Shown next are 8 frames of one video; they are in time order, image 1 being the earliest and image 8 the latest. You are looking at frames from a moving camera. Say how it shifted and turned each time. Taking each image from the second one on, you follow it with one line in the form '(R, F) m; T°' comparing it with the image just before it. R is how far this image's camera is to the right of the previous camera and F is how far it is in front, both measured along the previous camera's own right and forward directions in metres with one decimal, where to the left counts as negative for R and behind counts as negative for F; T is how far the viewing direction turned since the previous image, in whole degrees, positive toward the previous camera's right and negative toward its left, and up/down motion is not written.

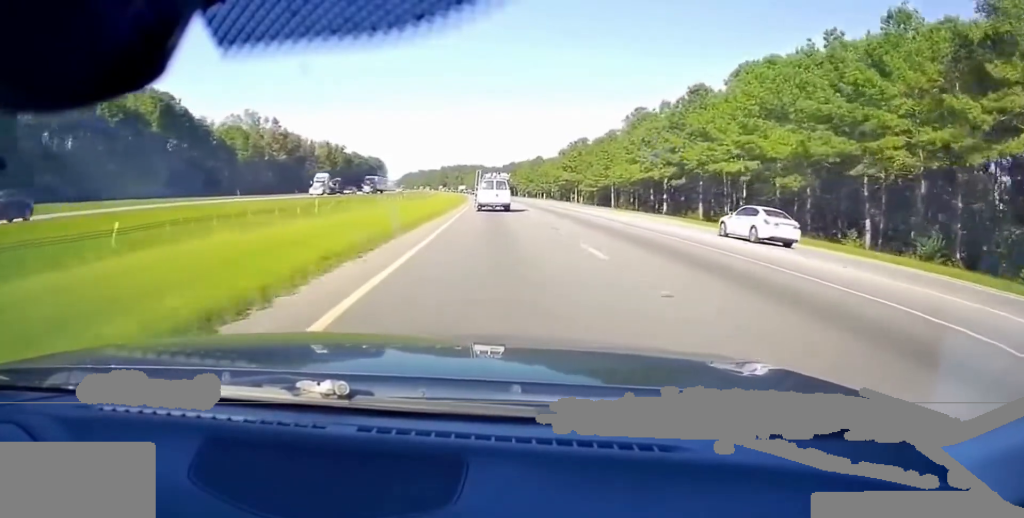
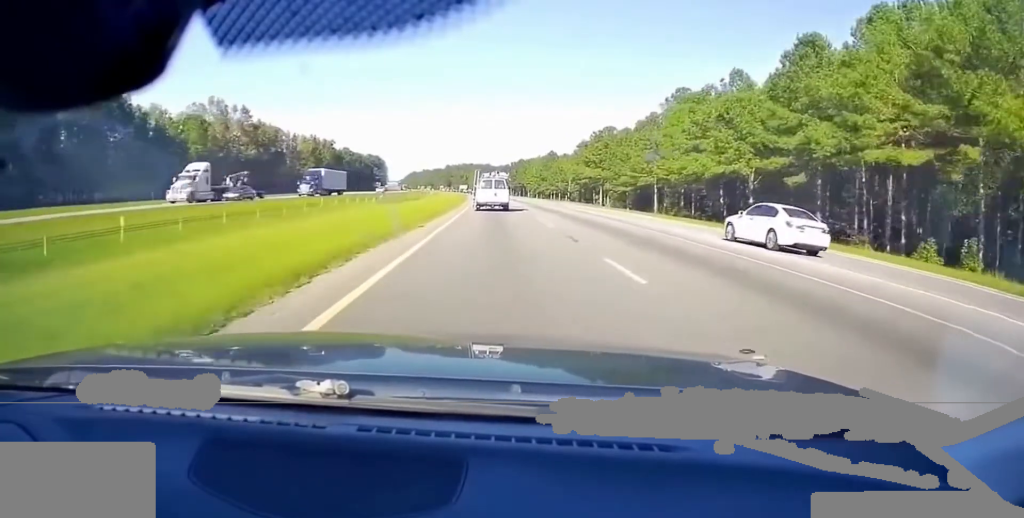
(0.0, +27.6) m; -1°
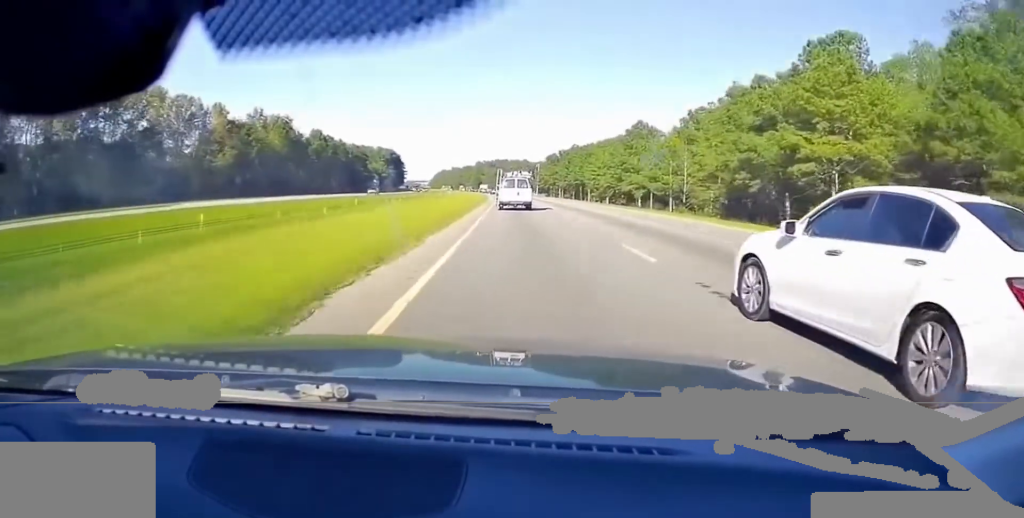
(-0.4, +82.7) m; -1°
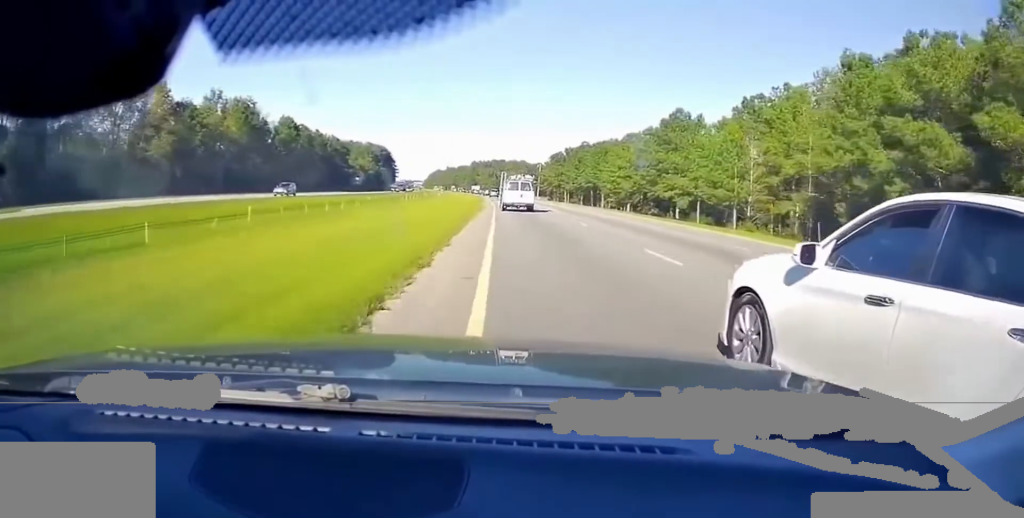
(-0.6, +26.3) m; -1°
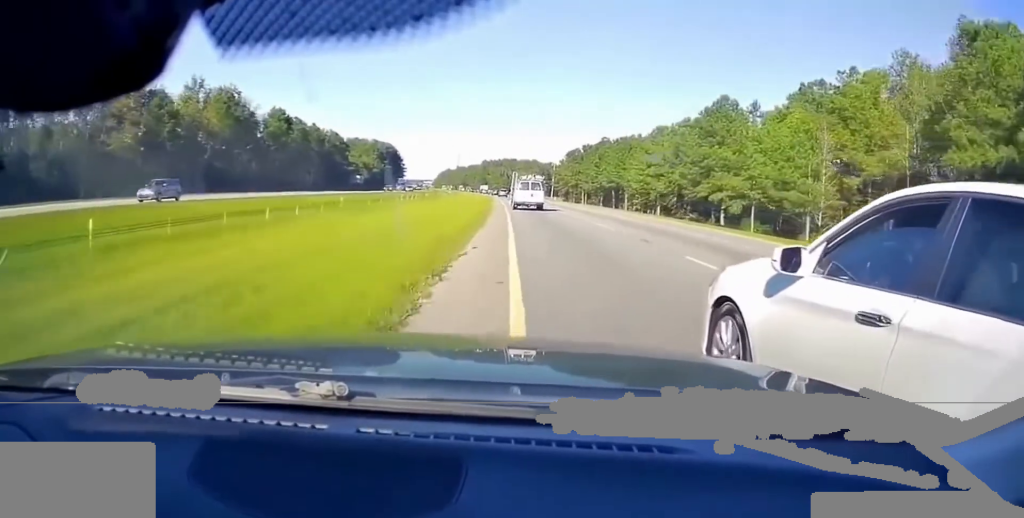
(-0.2, +15.5) m; -1°
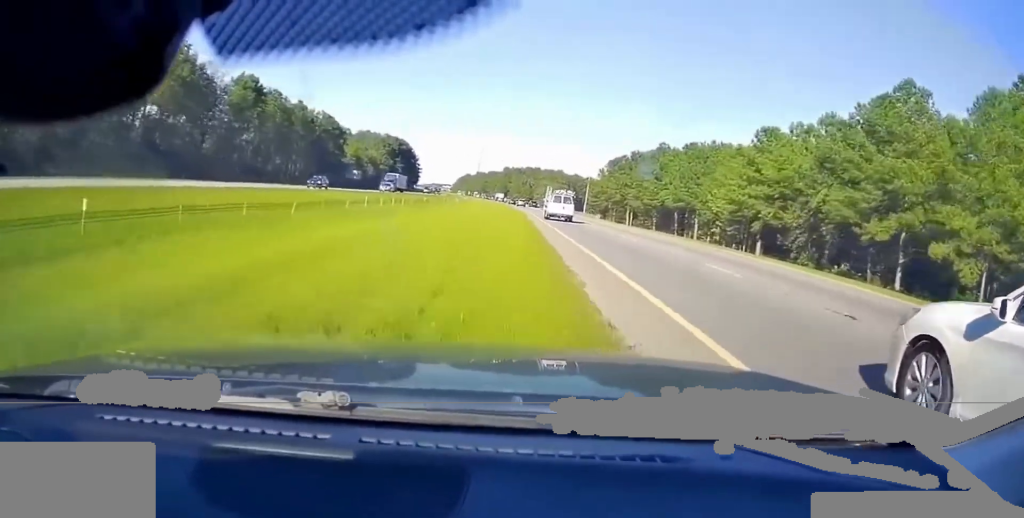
(+0.1, +35.5) m; -1°
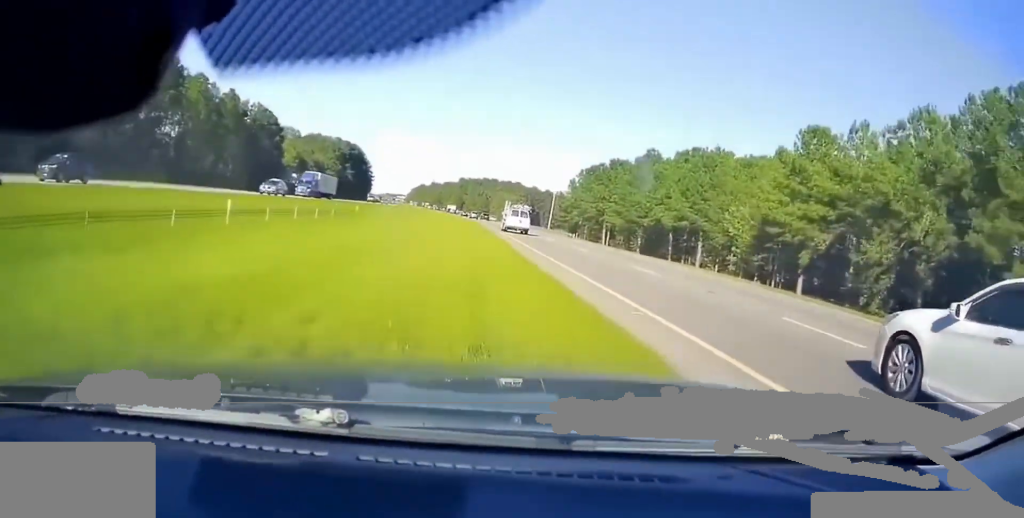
(-0.6, +20.9) m; -1°
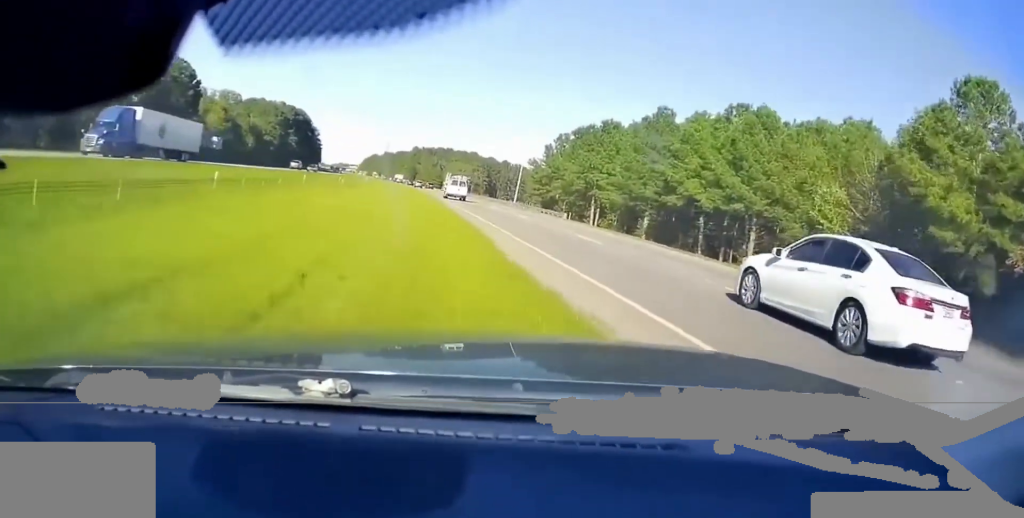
(-0.4, +28.6) m; -1°
